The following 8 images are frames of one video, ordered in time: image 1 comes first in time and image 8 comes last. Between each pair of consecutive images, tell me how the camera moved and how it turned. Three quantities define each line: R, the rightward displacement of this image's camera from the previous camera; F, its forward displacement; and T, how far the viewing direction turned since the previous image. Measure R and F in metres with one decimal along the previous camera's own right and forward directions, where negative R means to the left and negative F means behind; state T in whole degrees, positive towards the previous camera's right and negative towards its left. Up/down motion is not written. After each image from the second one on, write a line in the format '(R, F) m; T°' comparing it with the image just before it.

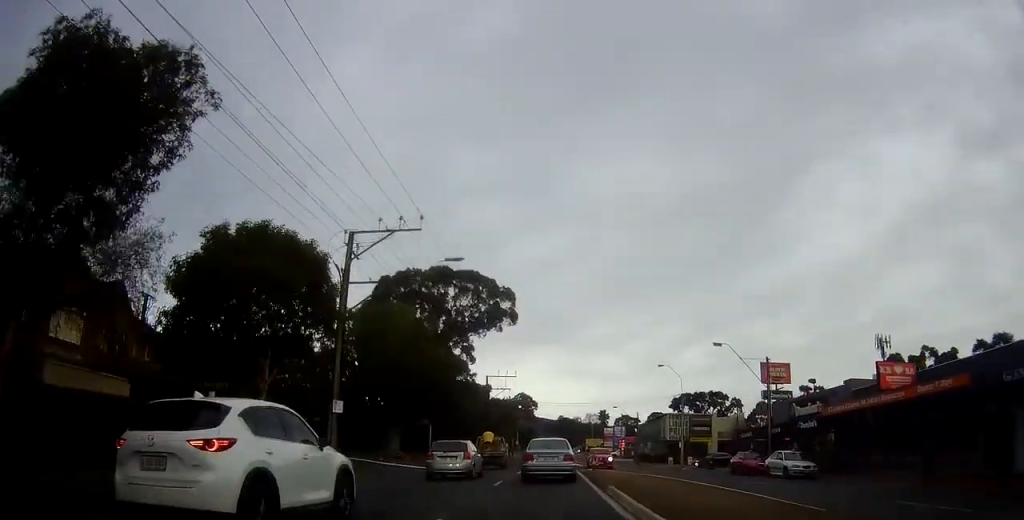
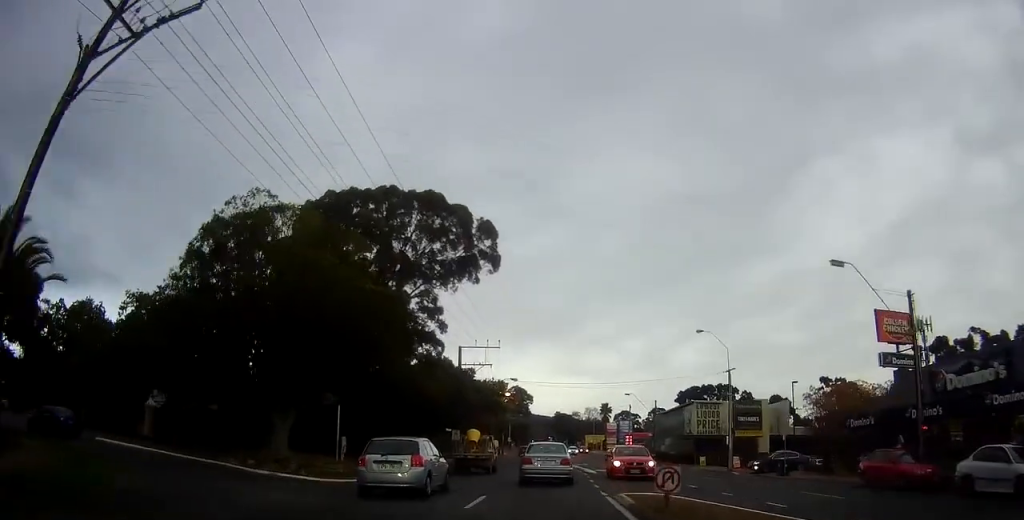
(-0.3, +17.5) m; 0°
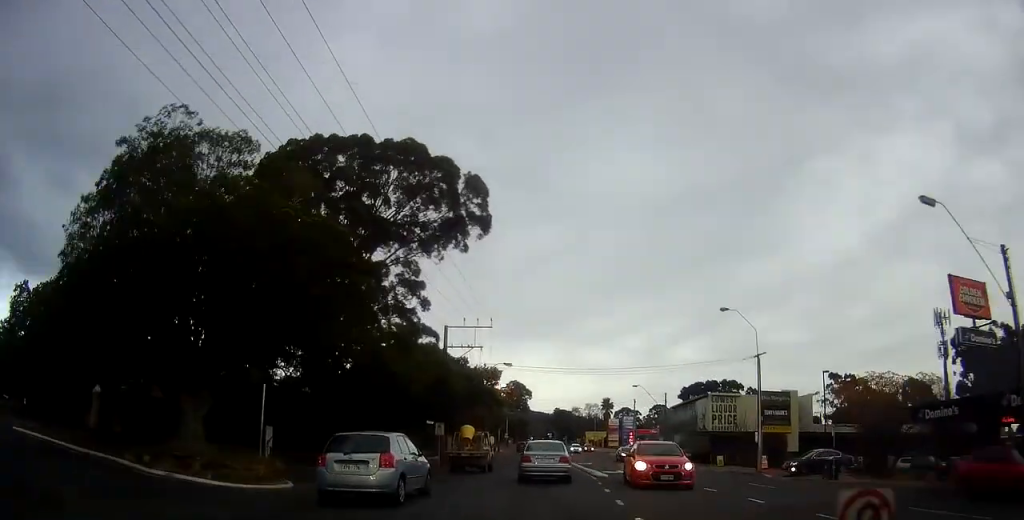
(+0.2, +6.5) m; +1°
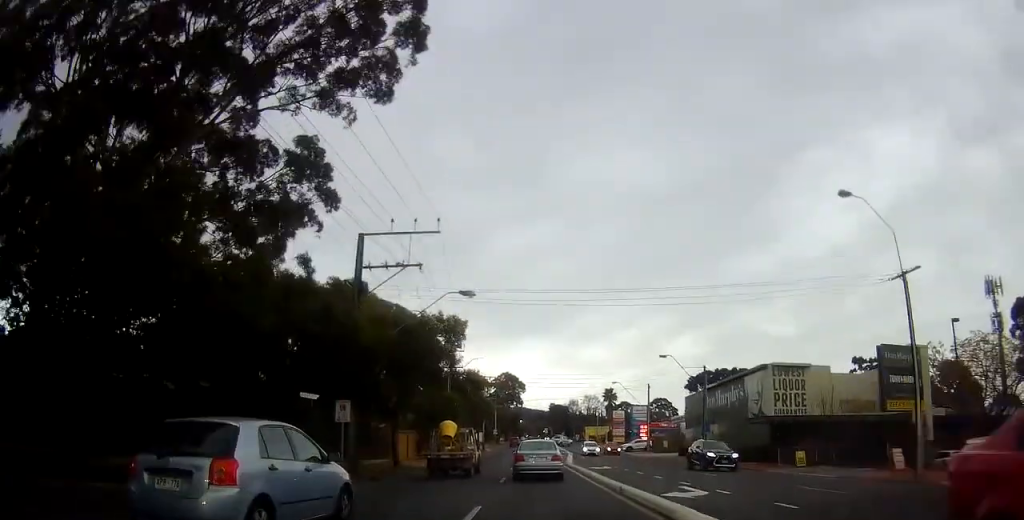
(+0.2, +18.1) m; -2°
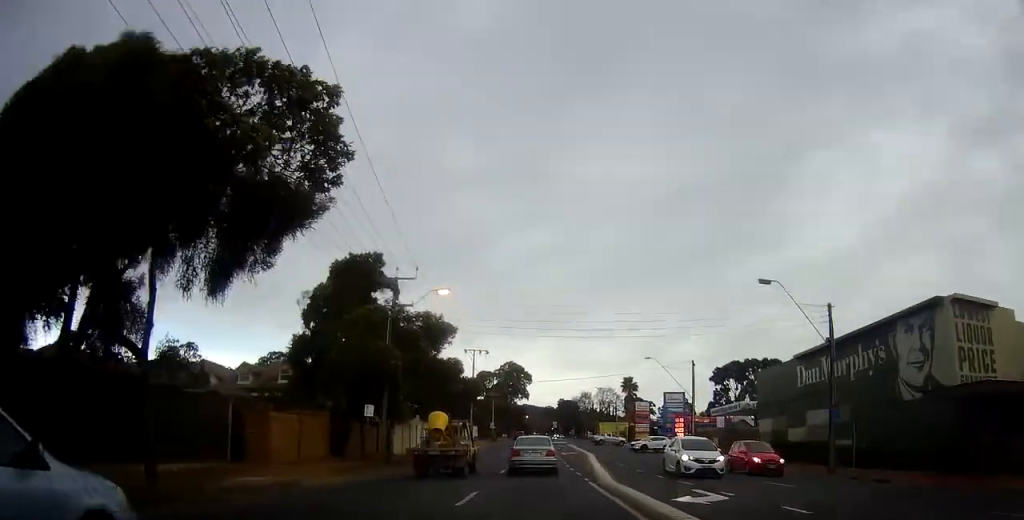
(-0.8, +20.8) m; -1°
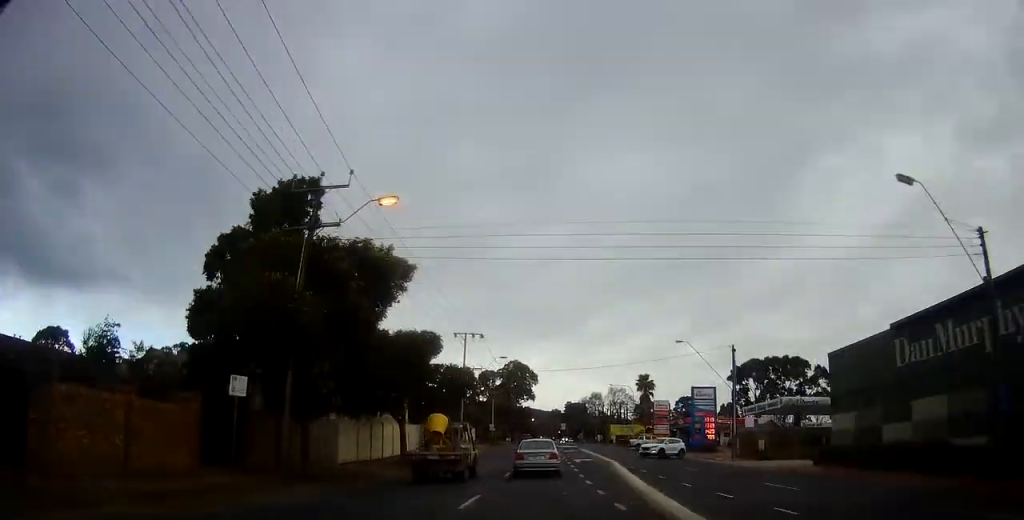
(+0.6, +11.3) m; 0°
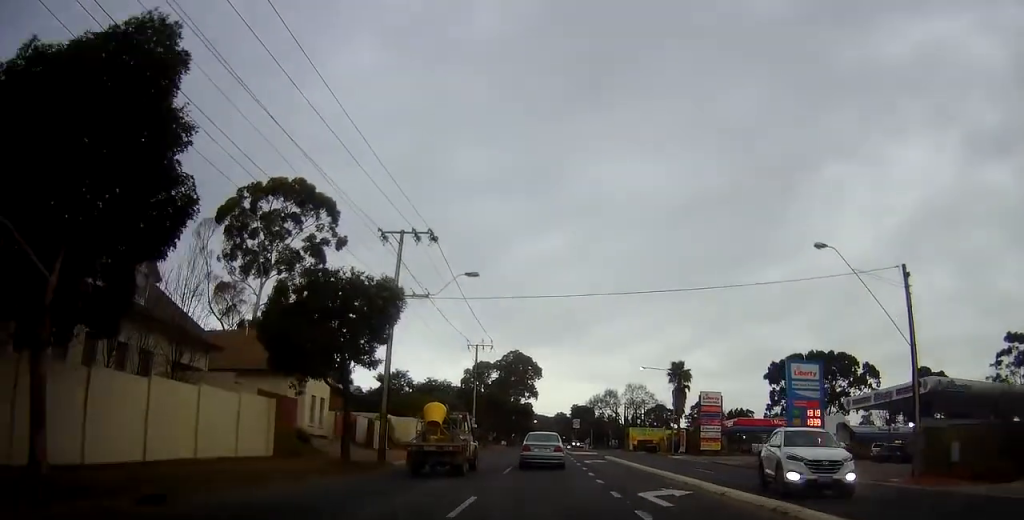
(-0.7, +25.3) m; 0°
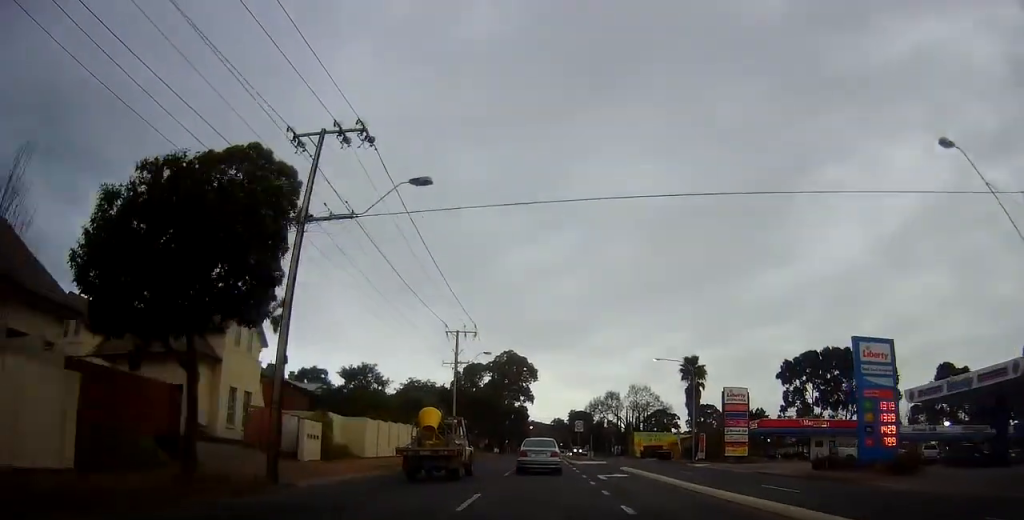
(+0.1, +10.1) m; +1°
